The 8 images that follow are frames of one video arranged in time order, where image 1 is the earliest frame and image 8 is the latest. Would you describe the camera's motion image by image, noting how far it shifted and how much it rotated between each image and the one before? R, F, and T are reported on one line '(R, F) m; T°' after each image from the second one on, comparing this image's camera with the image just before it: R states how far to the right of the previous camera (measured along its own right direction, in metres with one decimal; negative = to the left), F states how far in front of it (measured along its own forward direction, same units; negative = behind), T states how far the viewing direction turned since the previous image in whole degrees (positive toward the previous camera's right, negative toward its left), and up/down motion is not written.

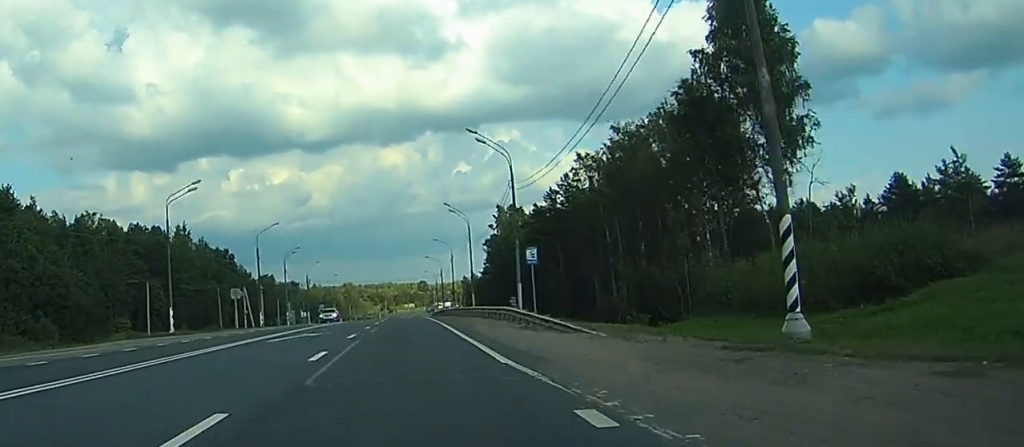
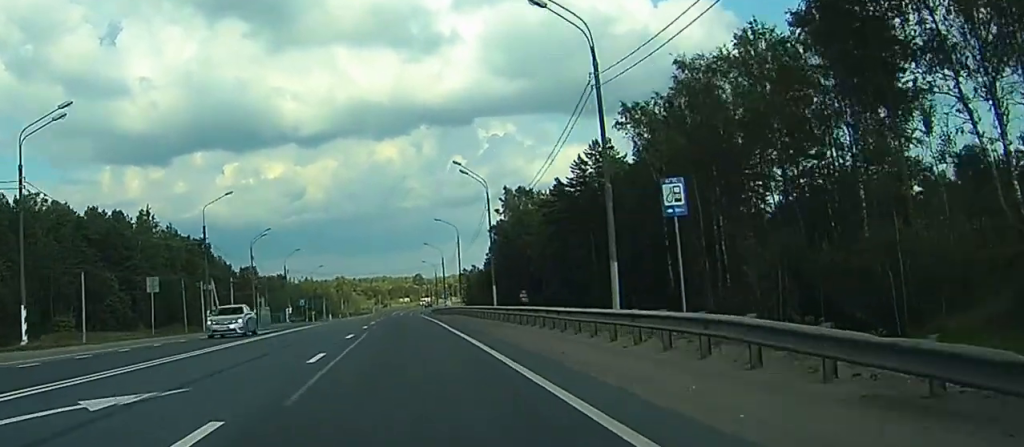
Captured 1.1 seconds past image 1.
(0.0, +24.7) m; 0°
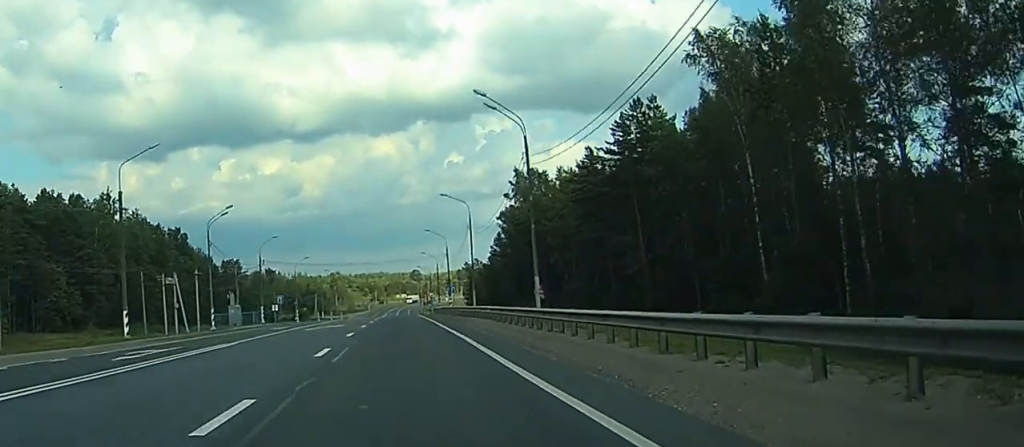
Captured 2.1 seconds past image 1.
(0.0, +22.1) m; 0°
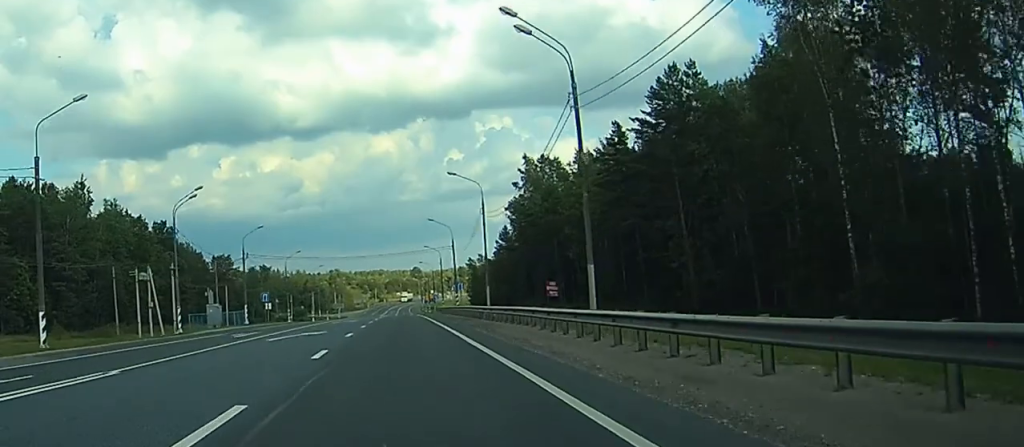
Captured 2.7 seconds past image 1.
(0.0, +12.6) m; 0°
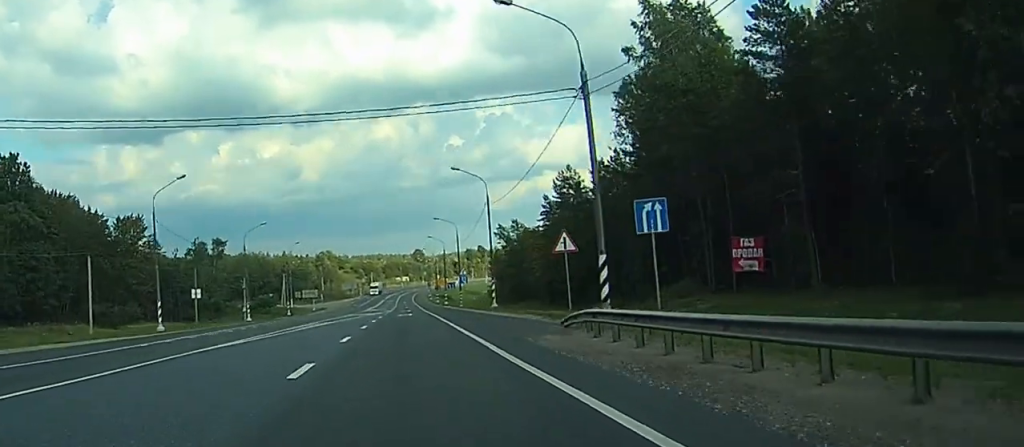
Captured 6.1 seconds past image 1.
(+0.1, +77.6) m; 0°
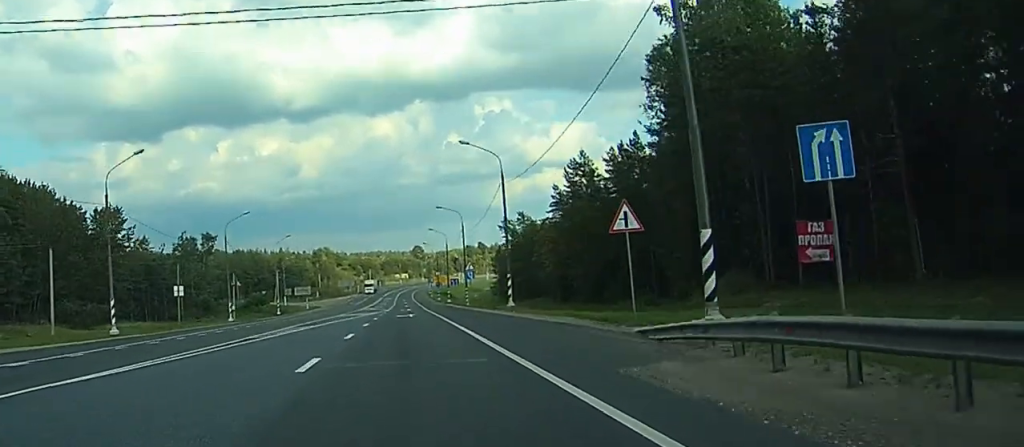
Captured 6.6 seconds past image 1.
(0.0, +10.8) m; 0°
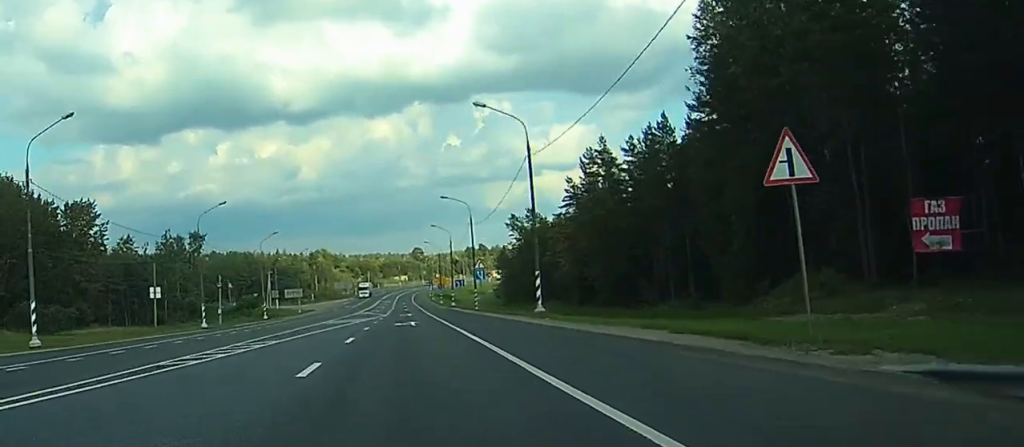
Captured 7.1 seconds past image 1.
(0.0, +12.5) m; 0°
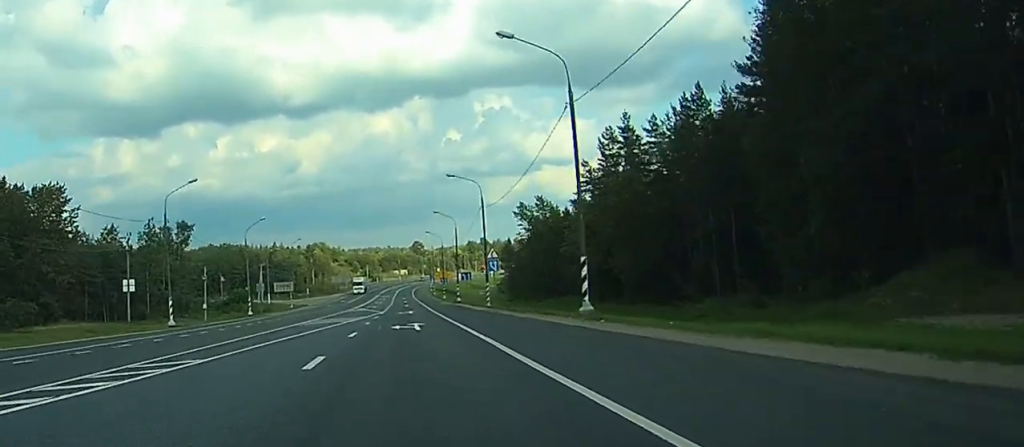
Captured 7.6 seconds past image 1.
(0.0, +11.7) m; 0°
